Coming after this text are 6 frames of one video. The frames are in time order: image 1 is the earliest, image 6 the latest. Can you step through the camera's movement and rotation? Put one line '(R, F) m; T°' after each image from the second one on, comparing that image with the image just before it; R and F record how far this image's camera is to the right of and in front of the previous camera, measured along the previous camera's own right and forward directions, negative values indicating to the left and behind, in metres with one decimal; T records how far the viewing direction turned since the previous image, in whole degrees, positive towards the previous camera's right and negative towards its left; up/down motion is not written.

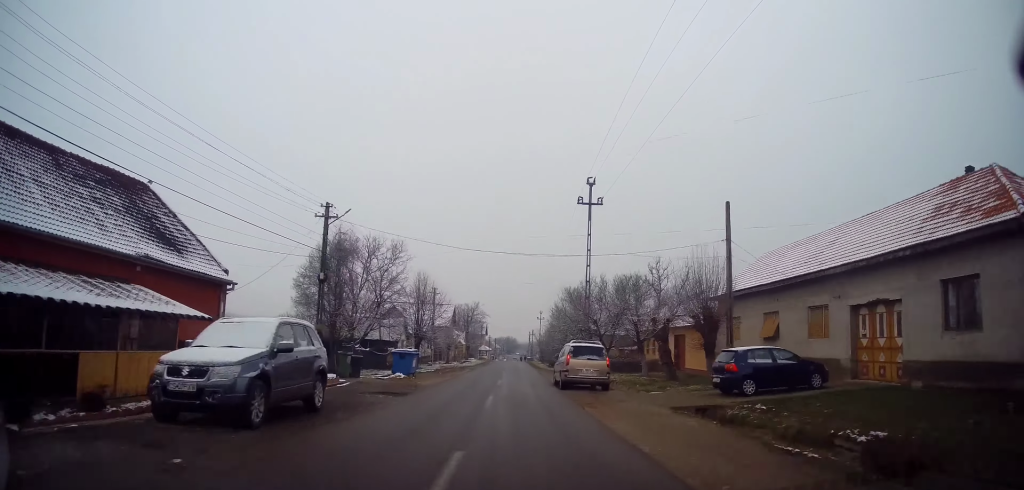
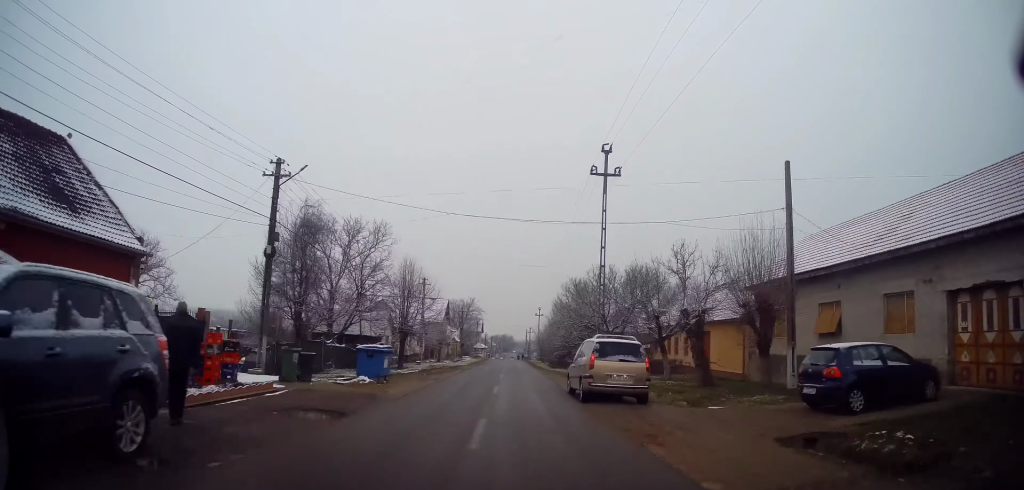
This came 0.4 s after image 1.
(+0.1, +5.6) m; +1°
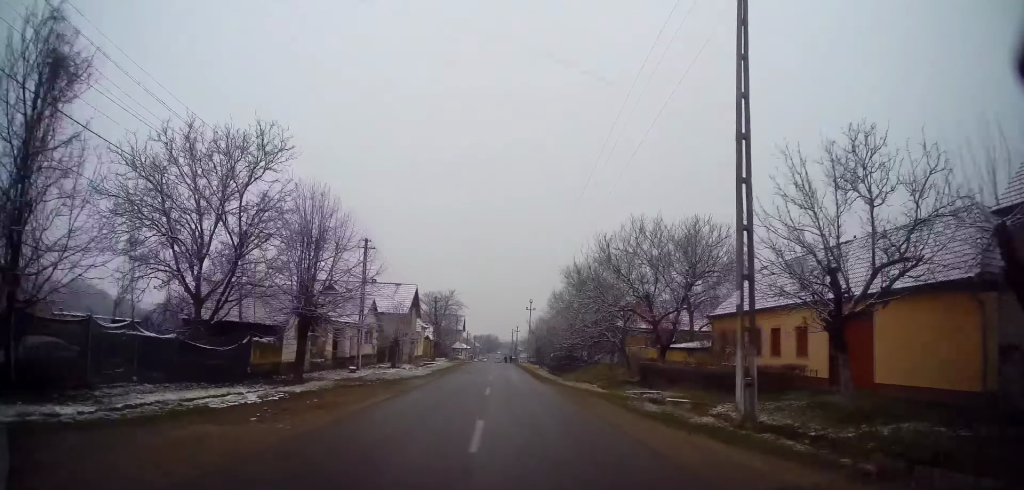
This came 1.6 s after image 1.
(+0.3, +17.5) m; 0°
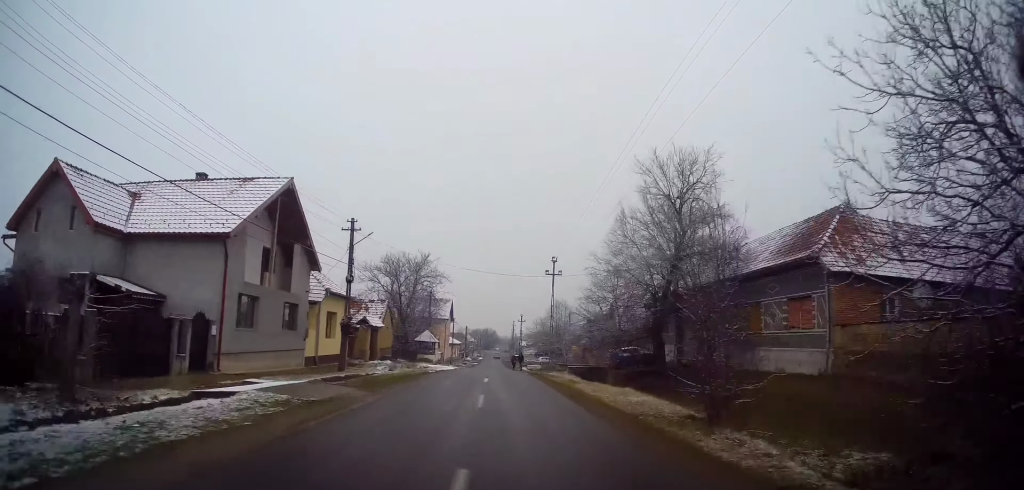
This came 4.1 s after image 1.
(-0.2, +38.8) m; +1°
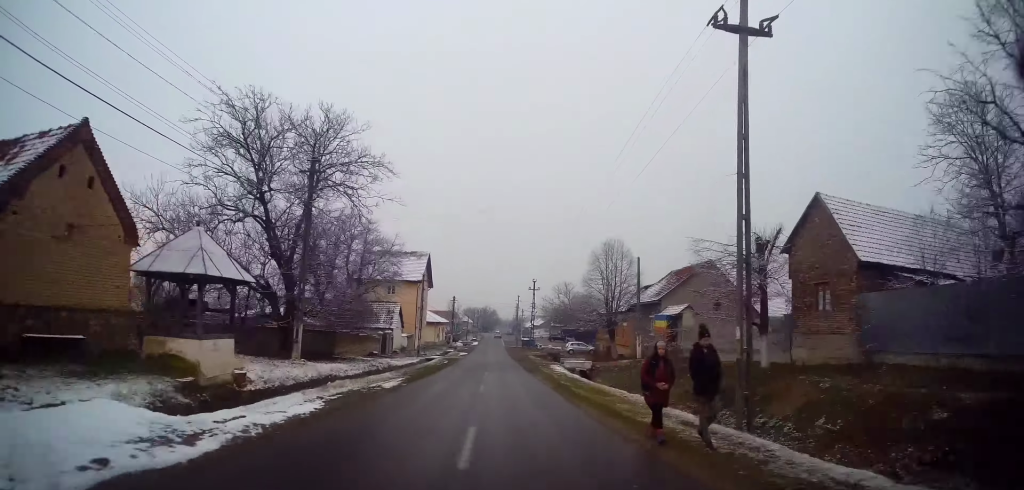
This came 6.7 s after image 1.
(-0.1, +41.2) m; -1°
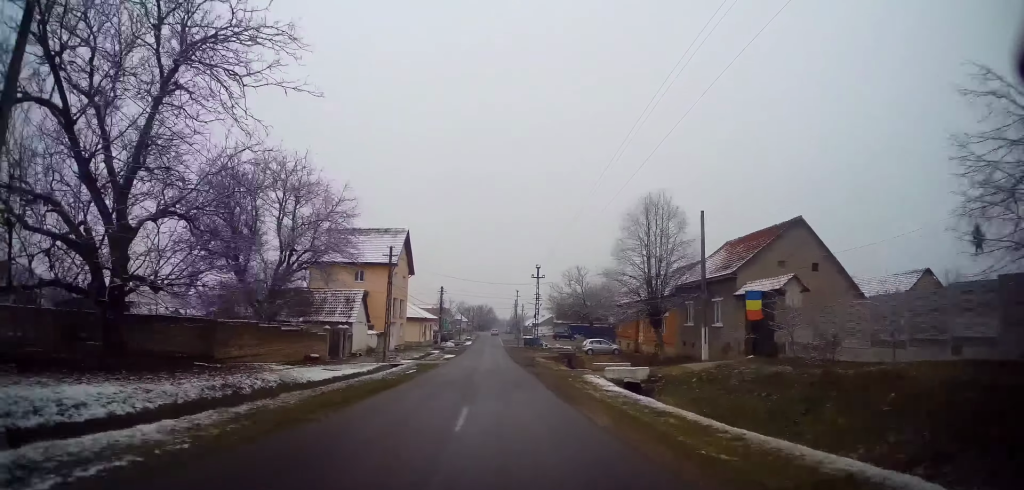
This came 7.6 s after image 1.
(-0.2, +14.9) m; 0°
